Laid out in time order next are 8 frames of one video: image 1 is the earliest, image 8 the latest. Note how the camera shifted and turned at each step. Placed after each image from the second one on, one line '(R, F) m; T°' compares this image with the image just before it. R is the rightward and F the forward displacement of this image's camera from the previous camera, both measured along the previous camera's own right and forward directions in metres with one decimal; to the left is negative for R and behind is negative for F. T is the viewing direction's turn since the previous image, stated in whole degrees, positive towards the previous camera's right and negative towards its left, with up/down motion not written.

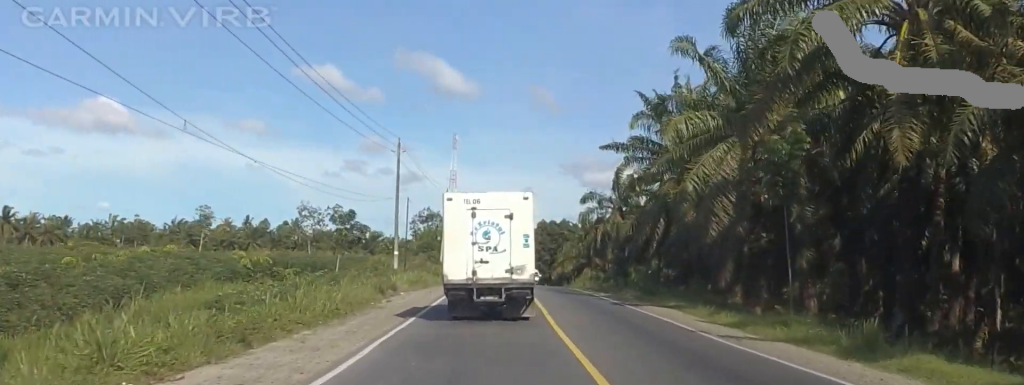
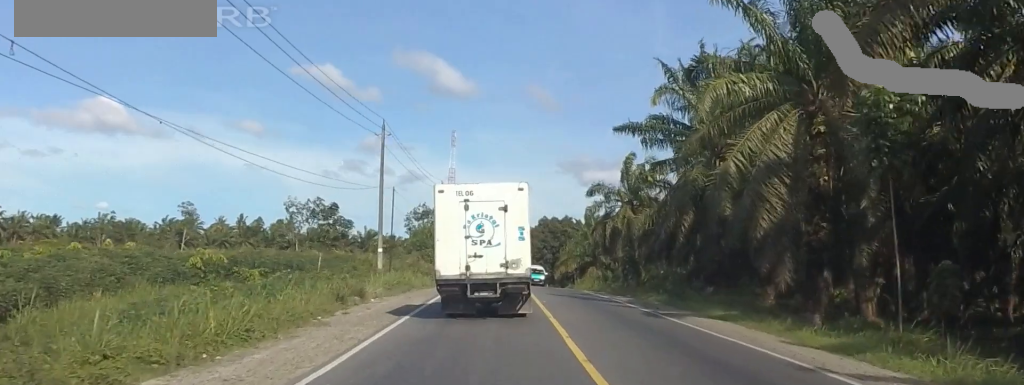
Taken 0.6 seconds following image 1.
(0.0, +8.0) m; 0°
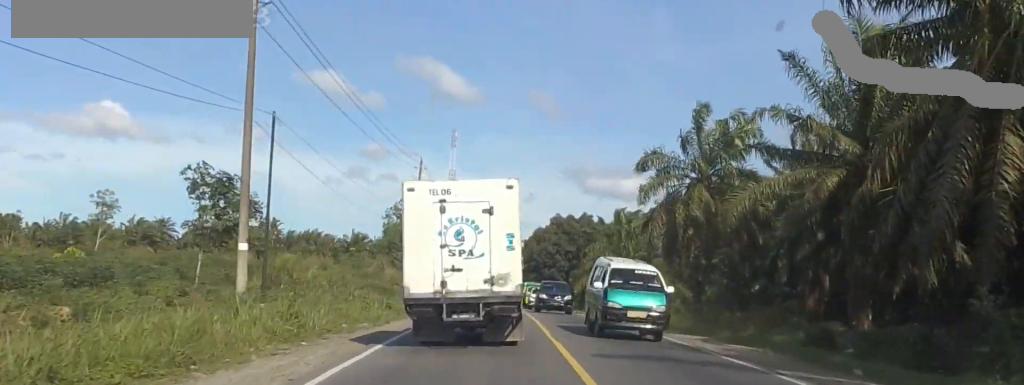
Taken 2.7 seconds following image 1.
(-0.3, +29.9) m; -3°
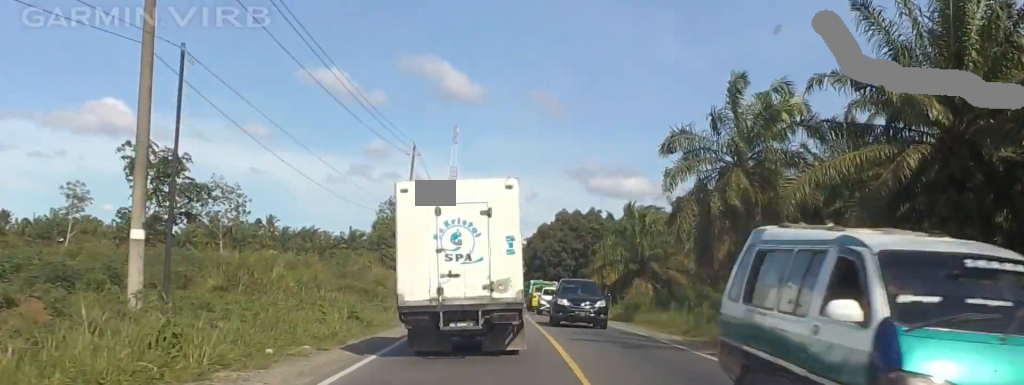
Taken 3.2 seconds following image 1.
(-0.2, +7.8) m; -1°
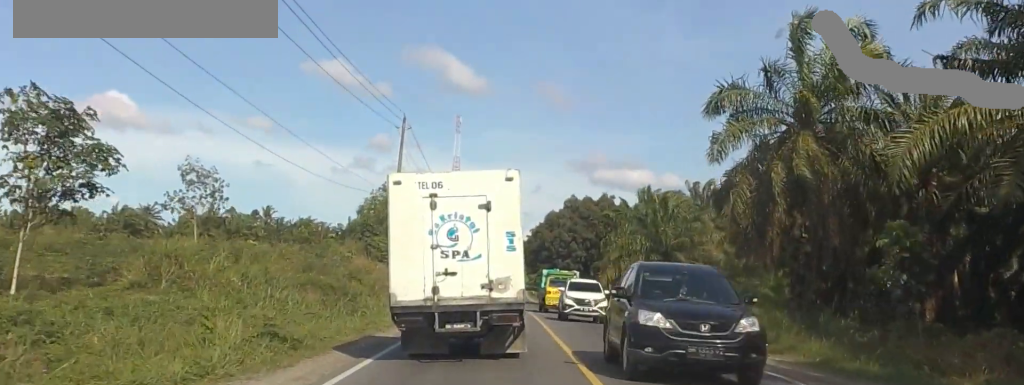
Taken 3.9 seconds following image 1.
(-0.1, +9.3) m; 0°
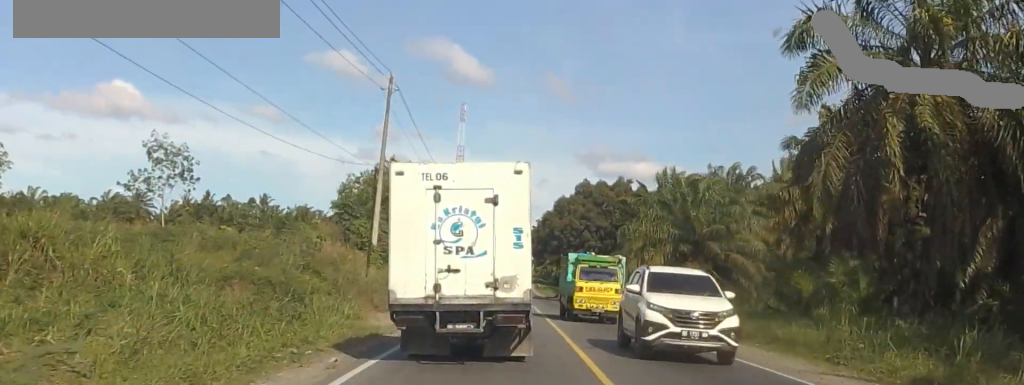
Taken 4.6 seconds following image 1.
(0.0, +9.7) m; +1°
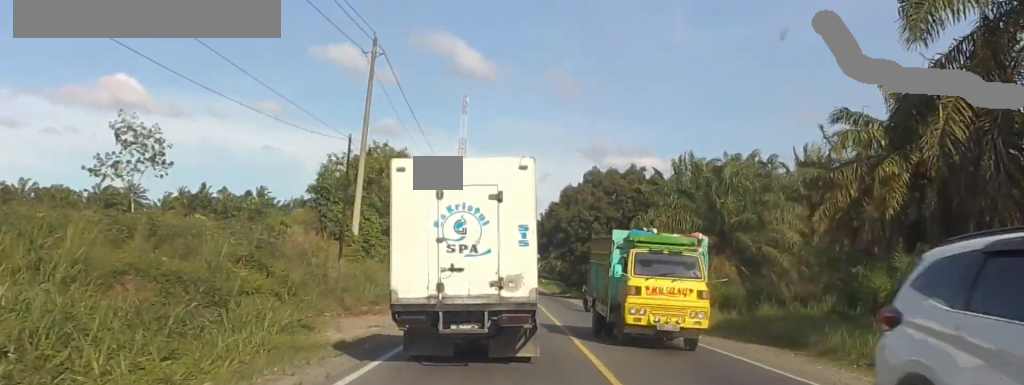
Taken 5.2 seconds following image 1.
(-0.1, +6.9) m; +1°
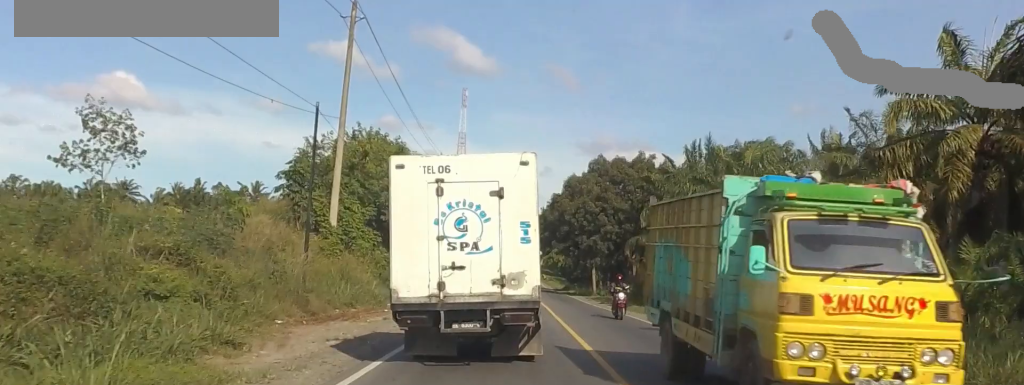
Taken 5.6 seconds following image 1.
(0.0, +5.3) m; +1°
